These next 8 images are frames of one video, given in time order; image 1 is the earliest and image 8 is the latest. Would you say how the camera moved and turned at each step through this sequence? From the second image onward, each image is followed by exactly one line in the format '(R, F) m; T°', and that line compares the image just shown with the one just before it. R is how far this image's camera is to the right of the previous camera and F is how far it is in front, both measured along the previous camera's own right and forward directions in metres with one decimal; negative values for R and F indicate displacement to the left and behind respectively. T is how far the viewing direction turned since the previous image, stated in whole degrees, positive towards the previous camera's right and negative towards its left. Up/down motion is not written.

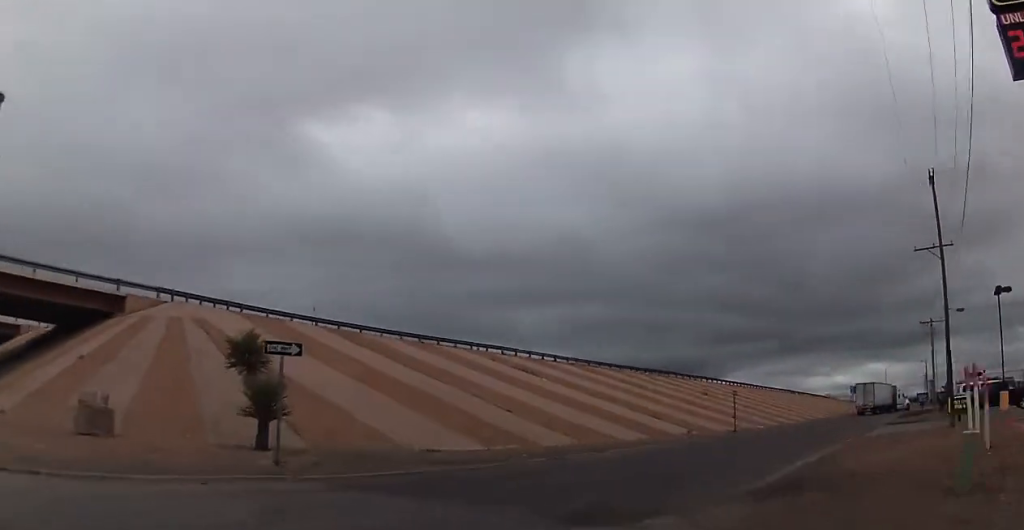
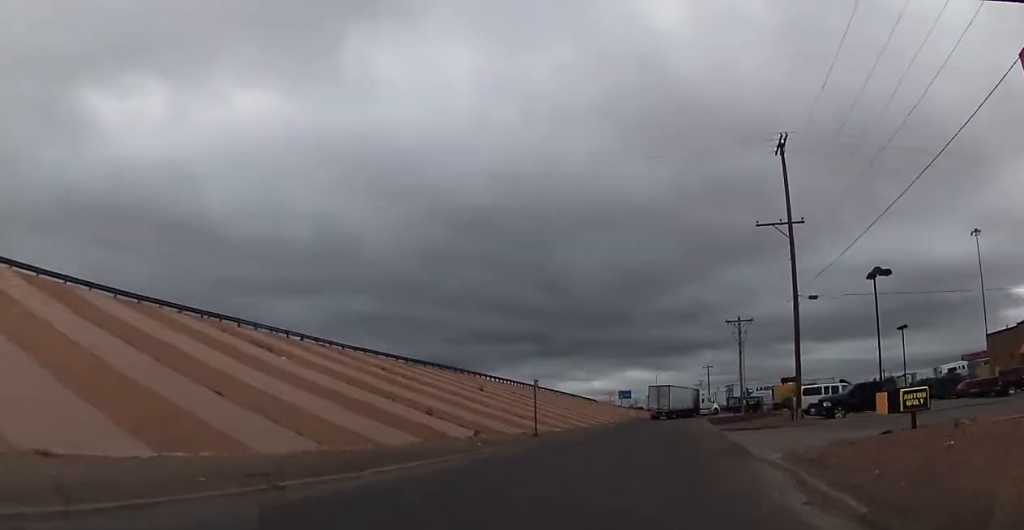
(+1.5, +10.1) m; +18°
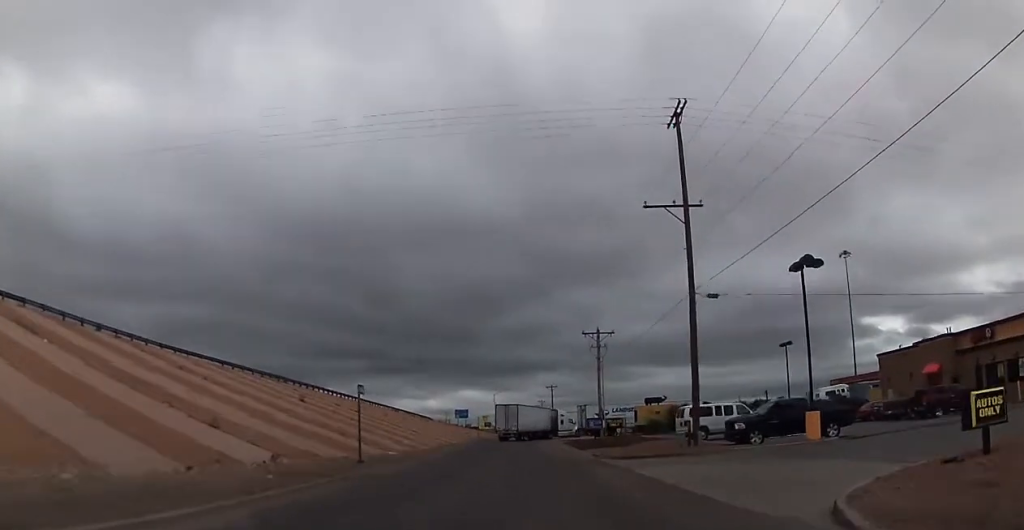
(+1.2, +8.2) m; +14°
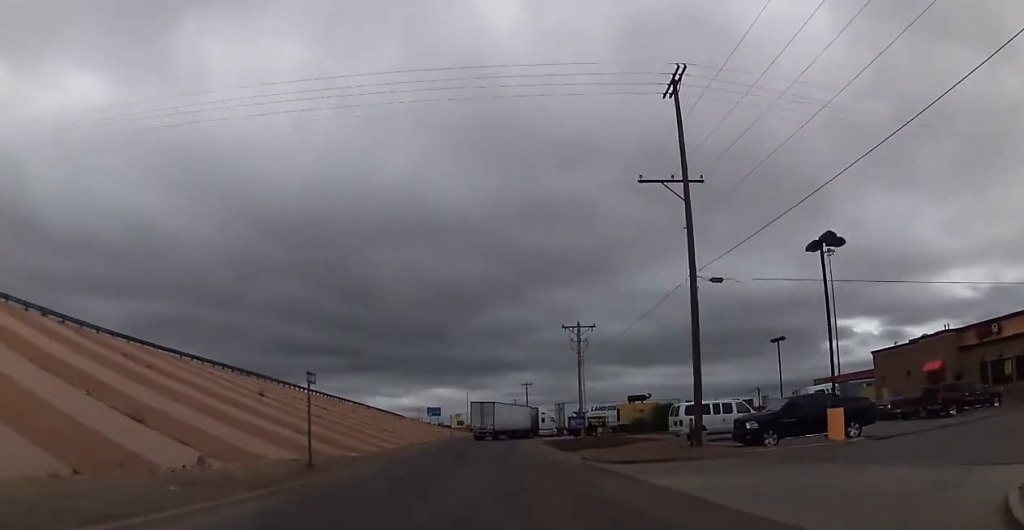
(+0.4, +3.7) m; +4°
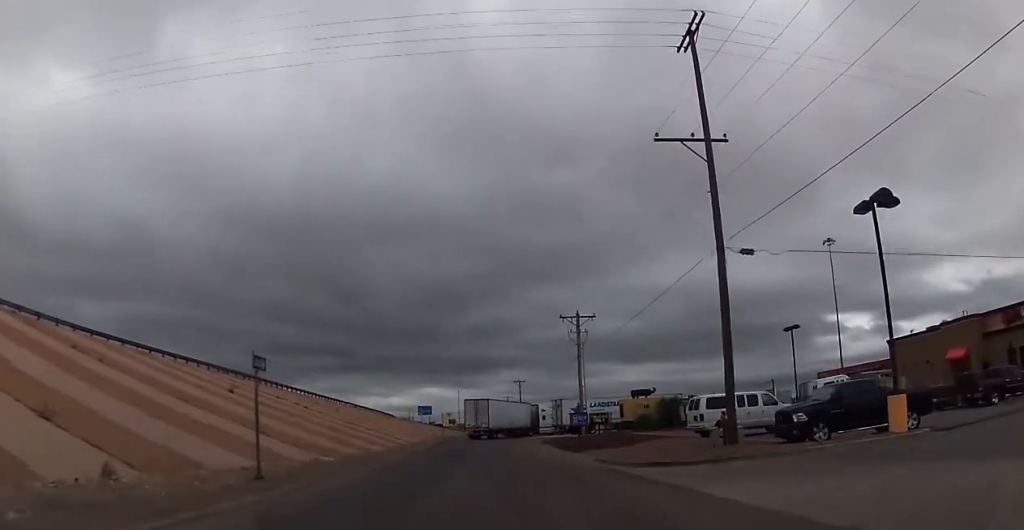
(+0.2, +4.1) m; +4°
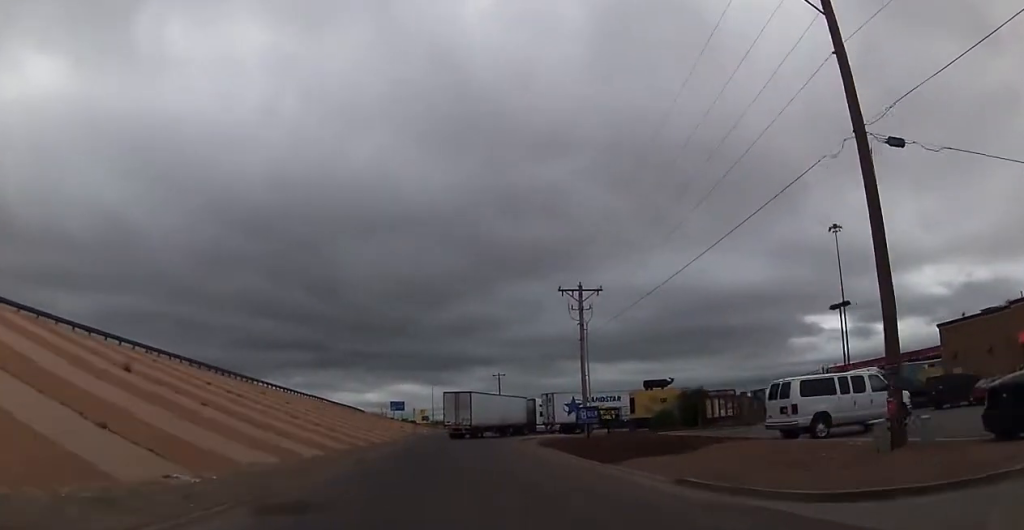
(+0.3, +10.8) m; +4°
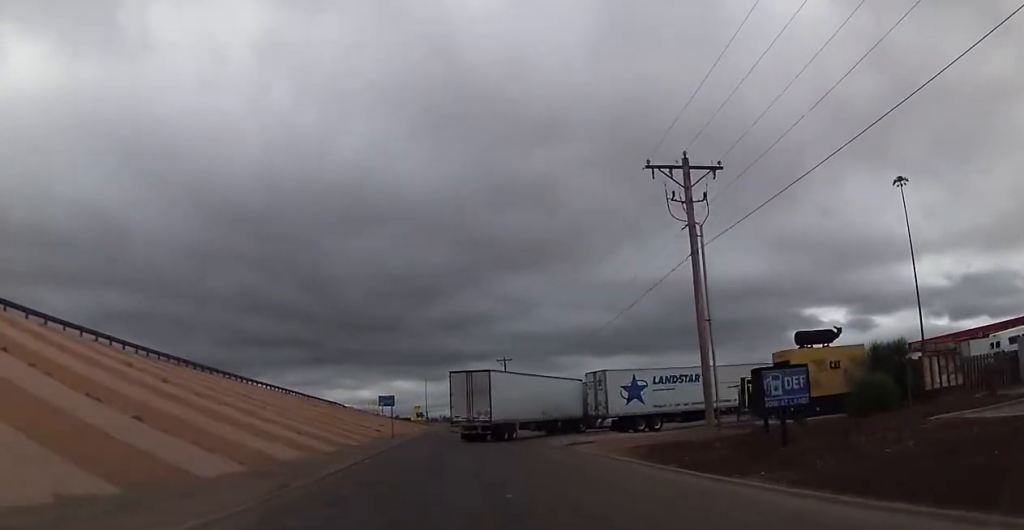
(+0.9, +22.6) m; +2°
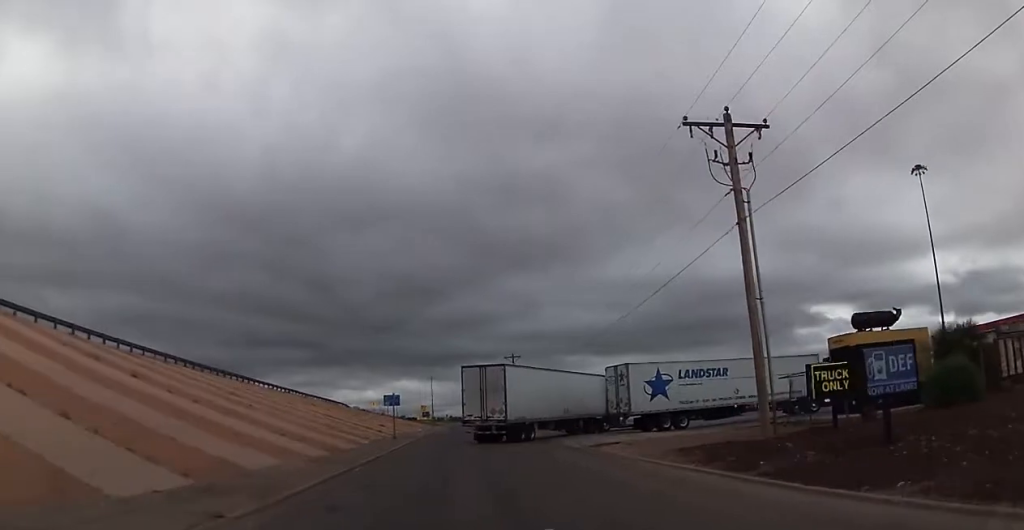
(0.0, +3.8) m; 0°
